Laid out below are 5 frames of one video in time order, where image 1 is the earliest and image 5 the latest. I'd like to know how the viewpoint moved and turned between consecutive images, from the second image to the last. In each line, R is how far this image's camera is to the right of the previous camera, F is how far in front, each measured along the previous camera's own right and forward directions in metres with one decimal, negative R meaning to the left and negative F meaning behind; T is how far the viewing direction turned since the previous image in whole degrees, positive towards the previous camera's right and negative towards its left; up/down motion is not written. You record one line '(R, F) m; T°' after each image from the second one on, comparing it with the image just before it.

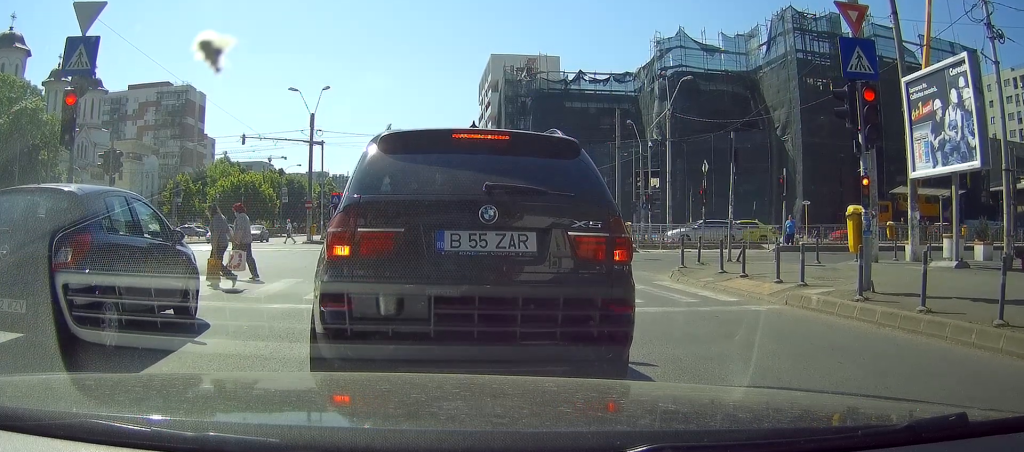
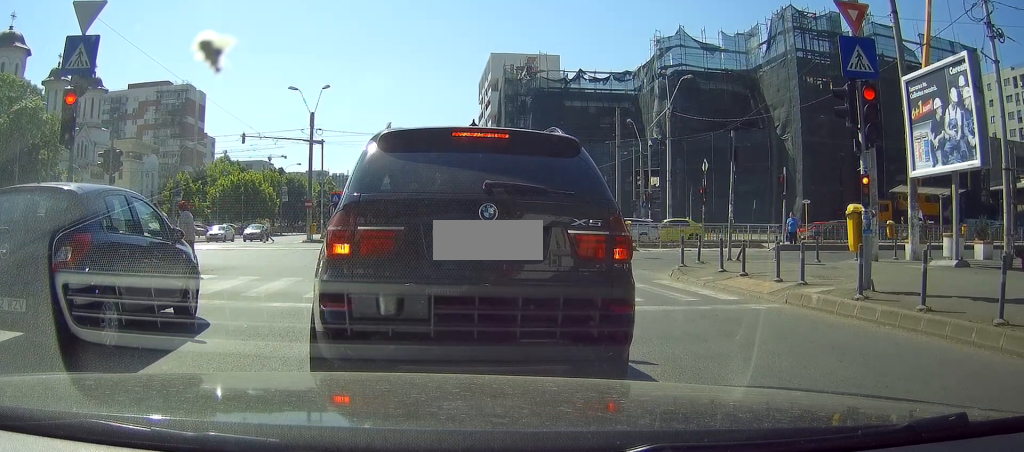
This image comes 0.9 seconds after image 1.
(0.0, 0.0) m; 0°
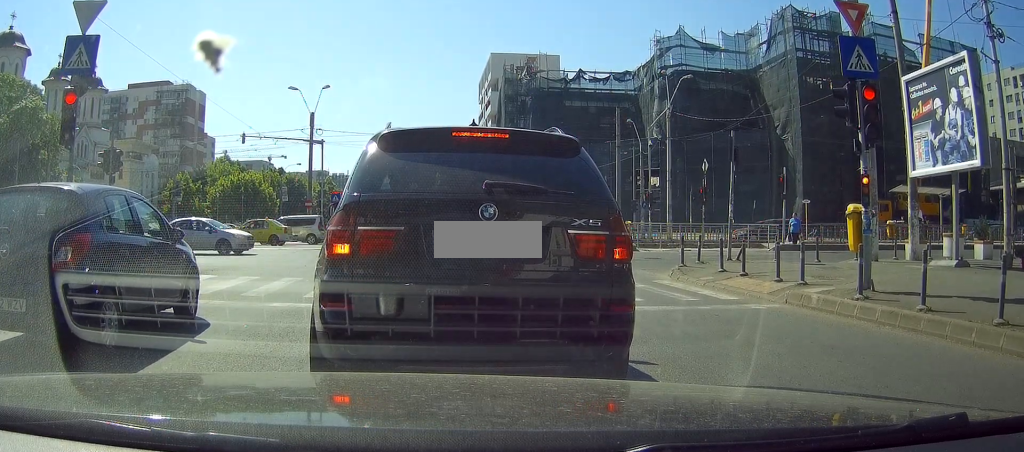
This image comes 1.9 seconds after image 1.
(0.0, 0.0) m; 0°
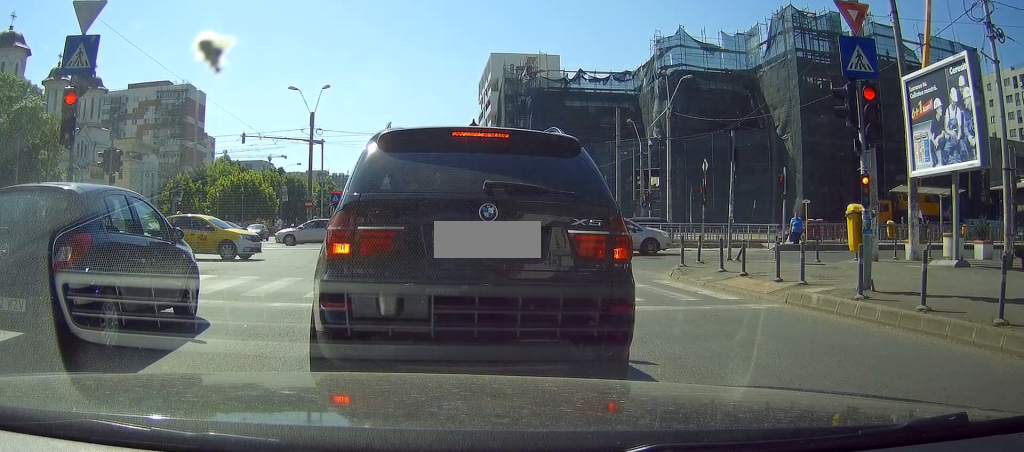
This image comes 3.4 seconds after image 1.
(0.0, 0.0) m; 0°
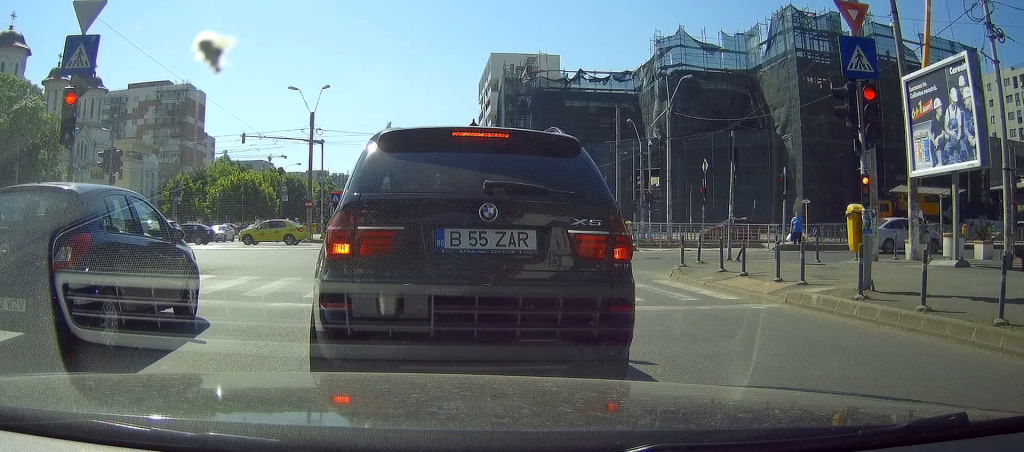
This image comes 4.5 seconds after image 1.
(0.0, 0.0) m; 0°
